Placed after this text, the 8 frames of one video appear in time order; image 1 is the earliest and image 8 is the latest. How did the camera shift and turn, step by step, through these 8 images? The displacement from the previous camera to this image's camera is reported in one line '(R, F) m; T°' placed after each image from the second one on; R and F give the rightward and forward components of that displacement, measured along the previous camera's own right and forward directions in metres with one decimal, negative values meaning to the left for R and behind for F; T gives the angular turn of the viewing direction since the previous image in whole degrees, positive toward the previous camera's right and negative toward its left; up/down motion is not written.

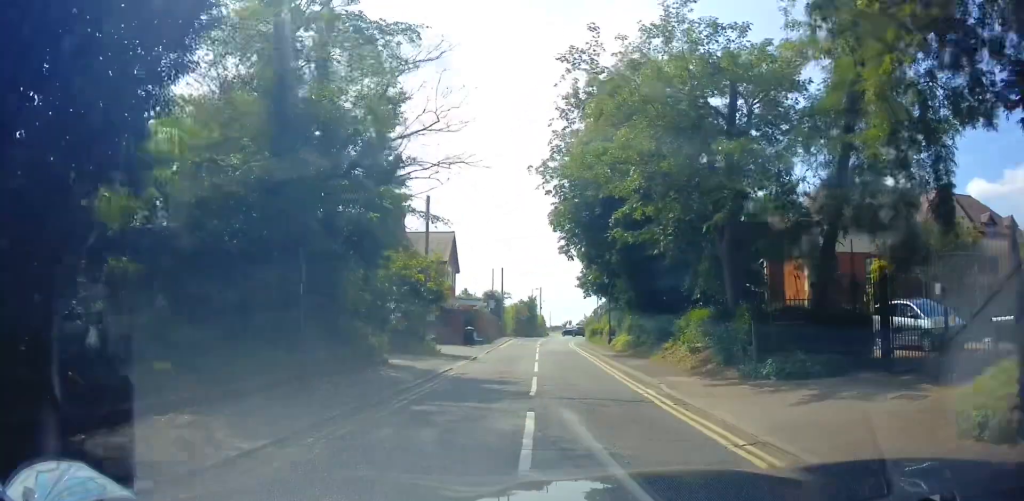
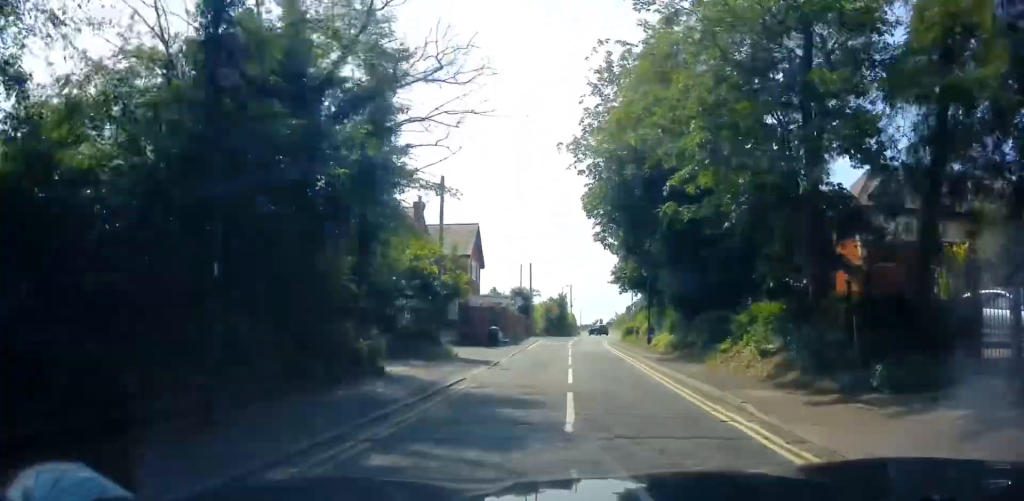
(+0.2, +3.5) m; -3°
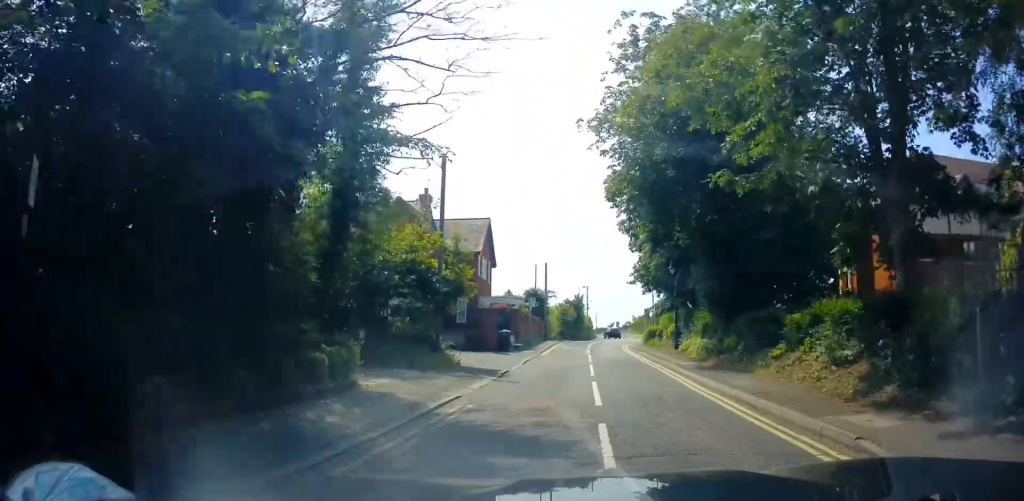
(-0.3, +3.1) m; -1°
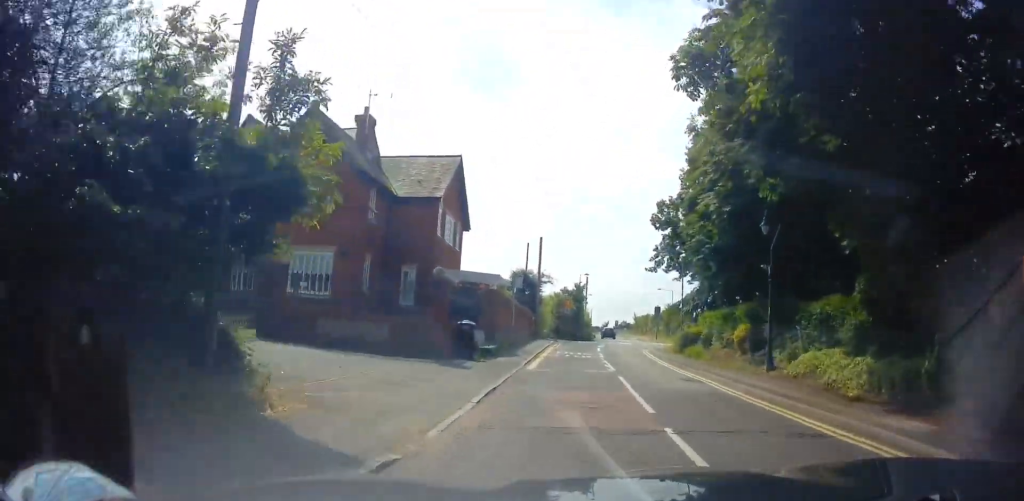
(+0.1, +13.0) m; +2°
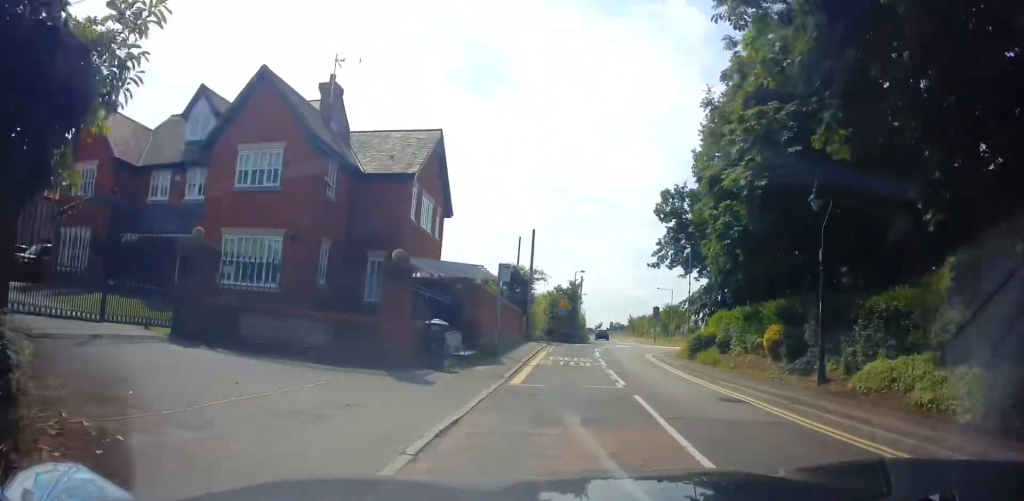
(-0.1, +3.5) m; 0°
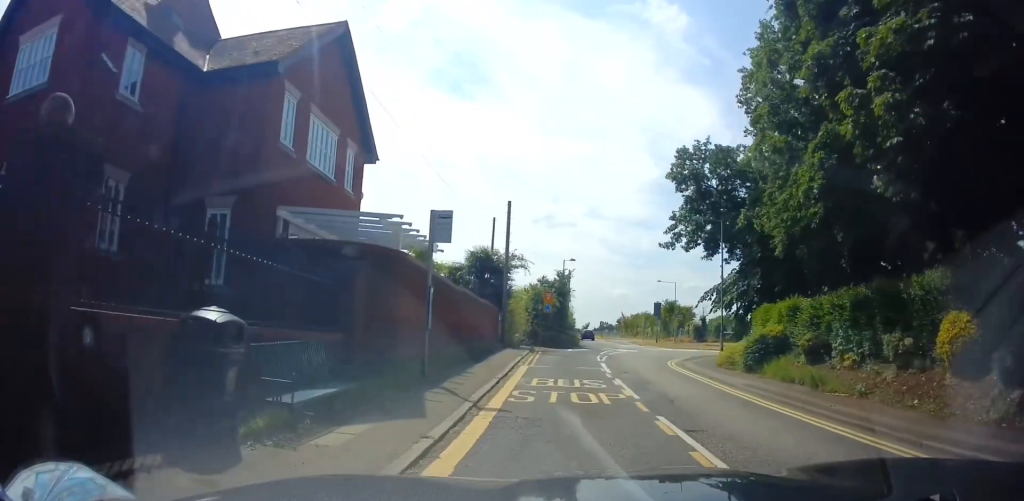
(+0.1, +9.0) m; +2°
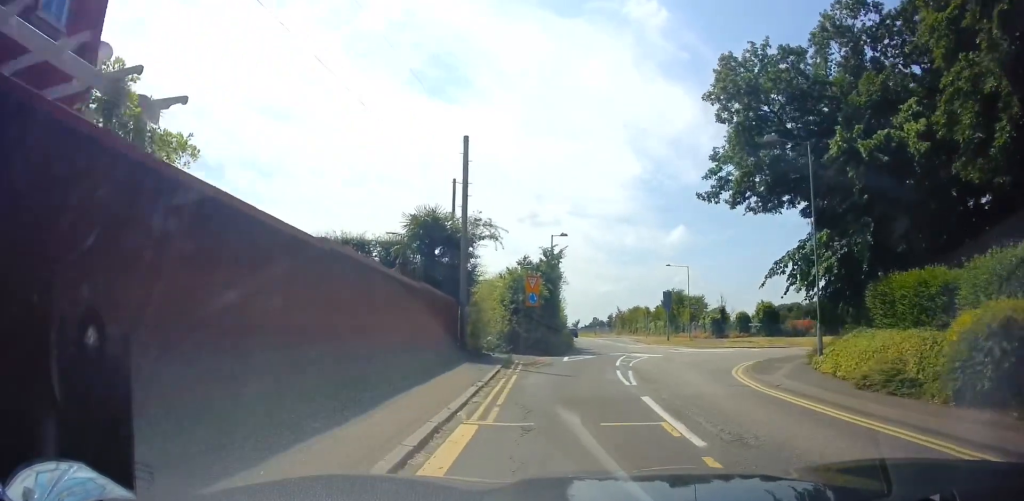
(+0.2, +10.0) m; +1°
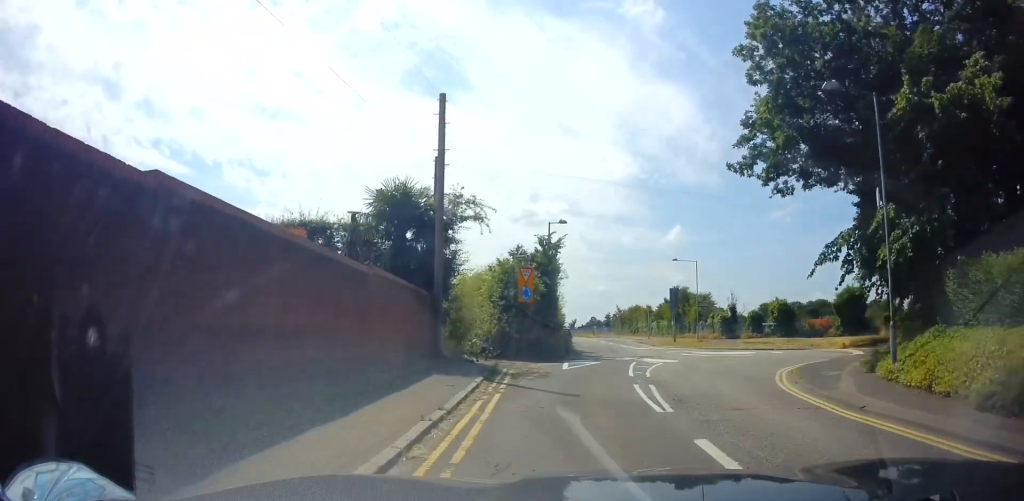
(0.0, +3.3) m; -1°
